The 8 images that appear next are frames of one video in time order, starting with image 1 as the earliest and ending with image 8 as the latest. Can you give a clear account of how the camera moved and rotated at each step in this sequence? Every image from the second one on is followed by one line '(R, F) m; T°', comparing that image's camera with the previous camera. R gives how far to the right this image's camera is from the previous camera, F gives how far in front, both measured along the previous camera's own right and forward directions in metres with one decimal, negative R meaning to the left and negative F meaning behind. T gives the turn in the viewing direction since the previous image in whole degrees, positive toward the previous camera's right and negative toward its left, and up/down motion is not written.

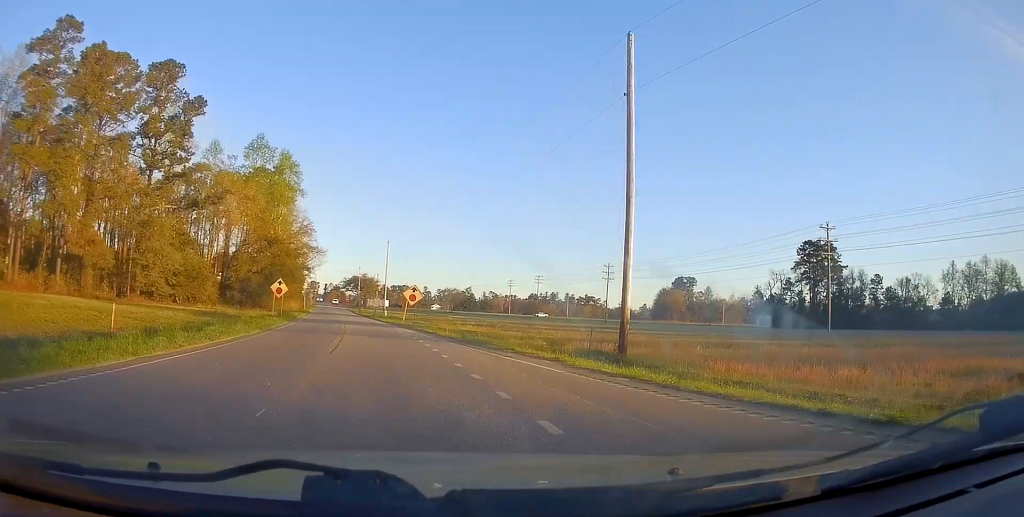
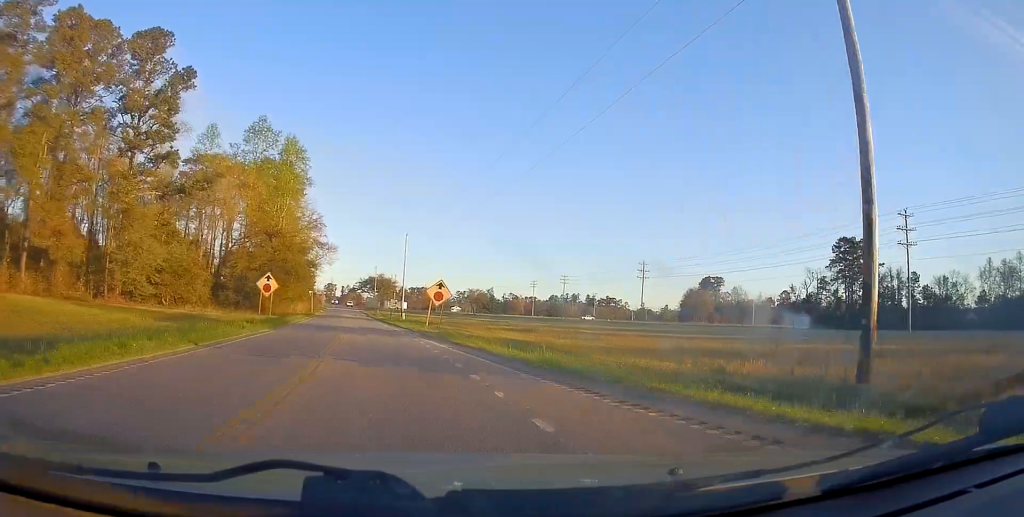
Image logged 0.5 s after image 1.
(-0.1, +11.2) m; -2°
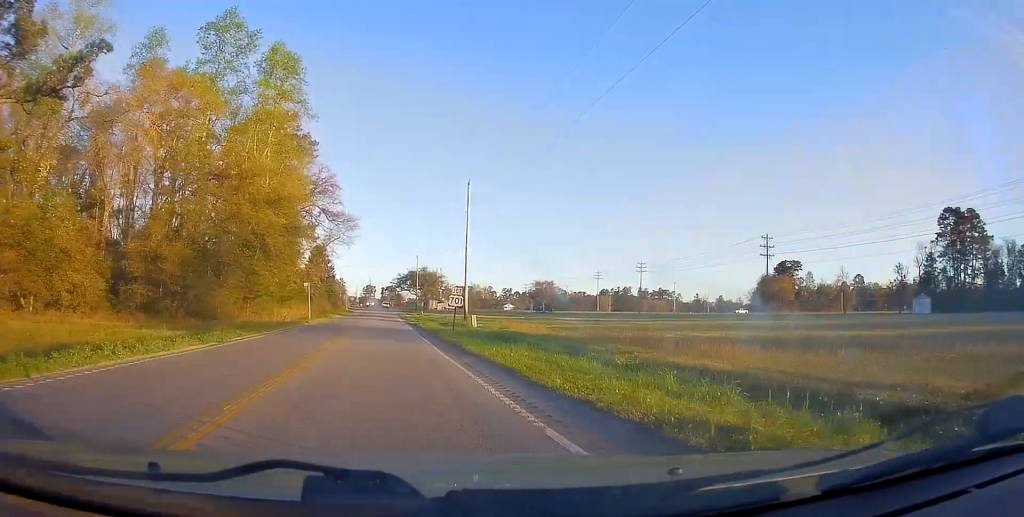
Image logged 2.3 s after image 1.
(-1.7, +36.5) m; -7°
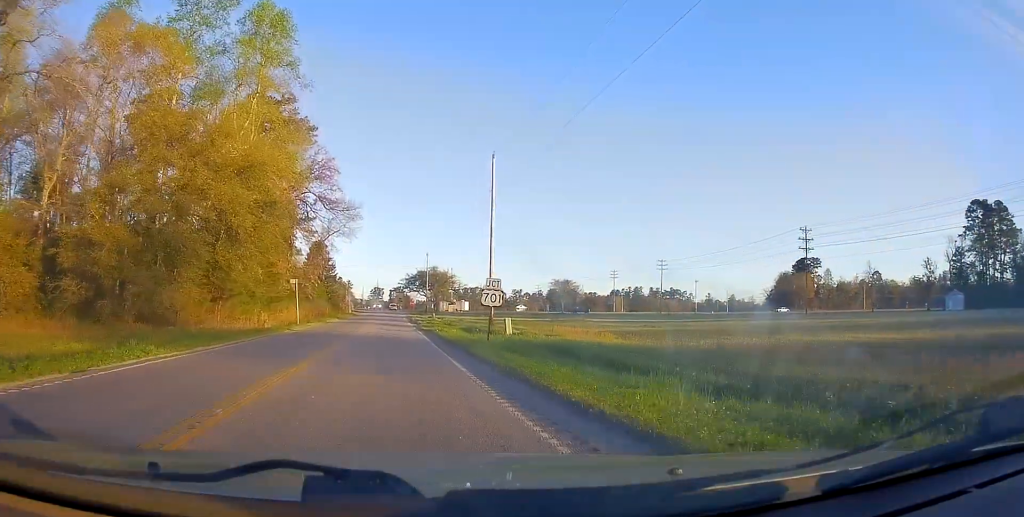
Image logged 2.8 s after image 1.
(-0.2, +9.8) m; -2°
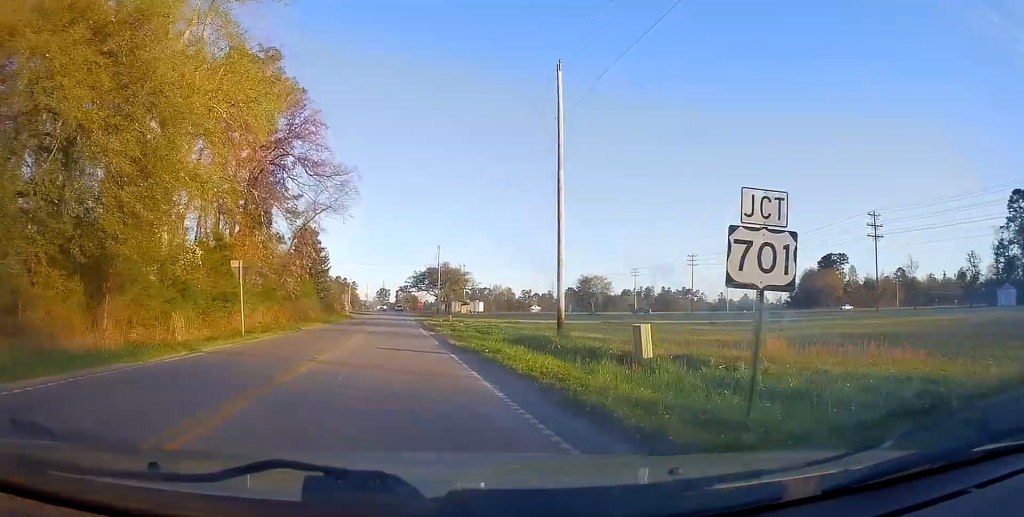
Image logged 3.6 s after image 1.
(-0.7, +16.4) m; -1°
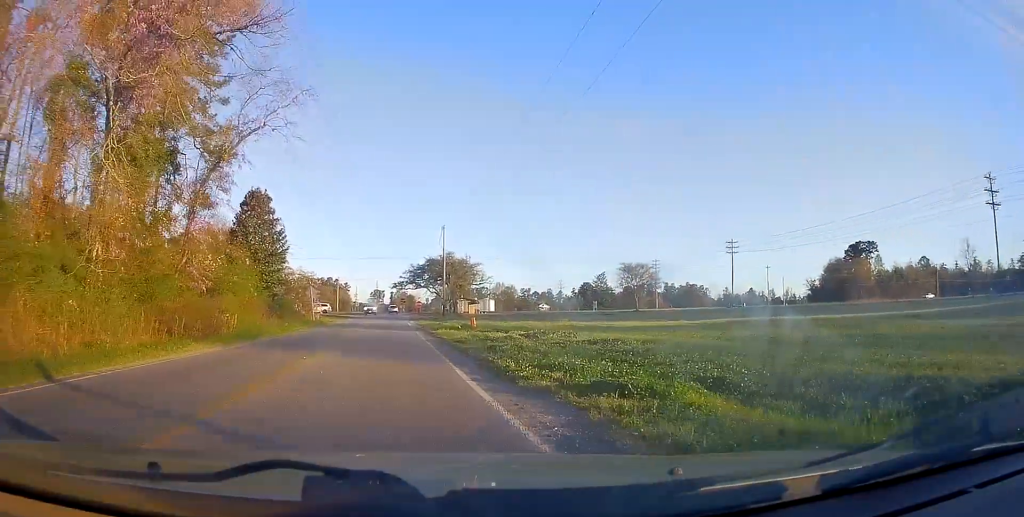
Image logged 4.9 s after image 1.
(+0.3, +24.9) m; 0°
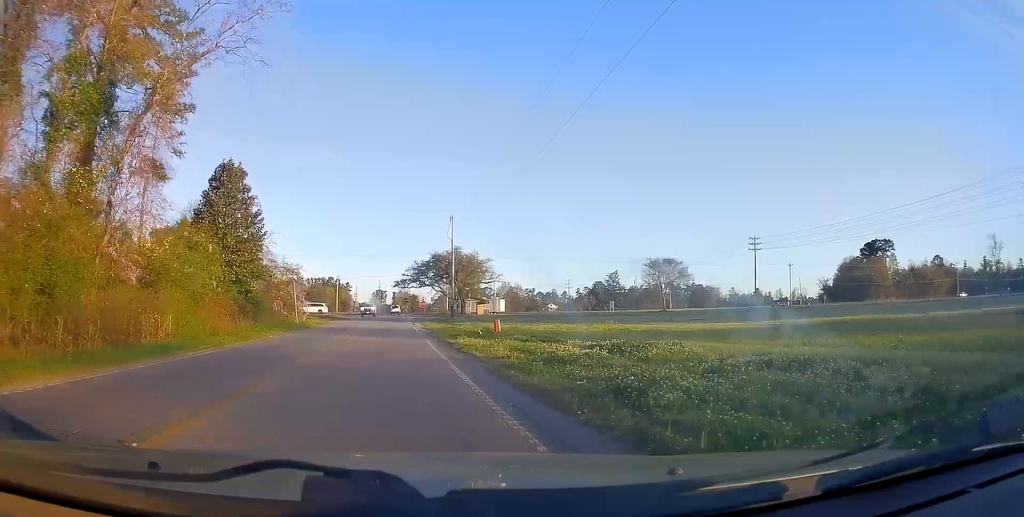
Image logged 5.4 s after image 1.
(-0.1, +9.4) m; 0°
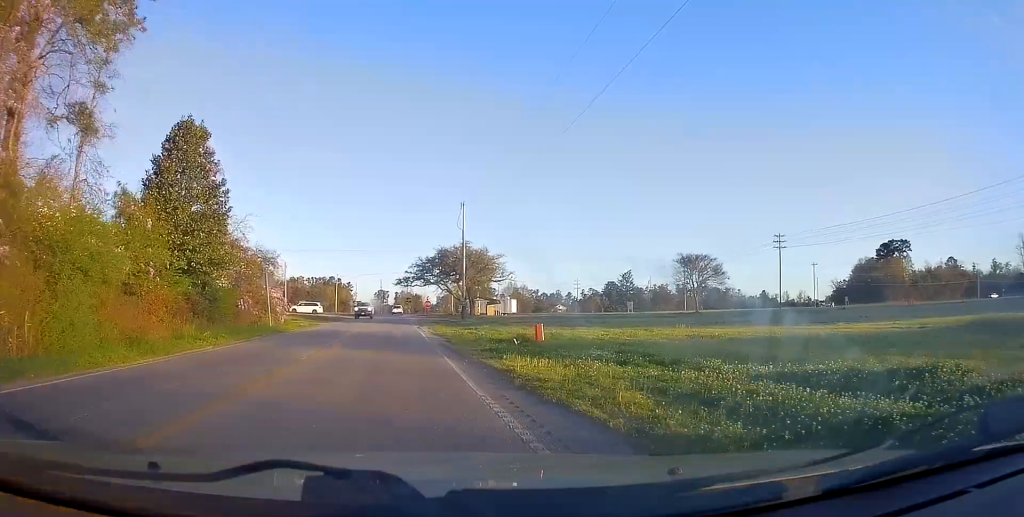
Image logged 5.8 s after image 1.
(0.0, +9.3) m; 0°
